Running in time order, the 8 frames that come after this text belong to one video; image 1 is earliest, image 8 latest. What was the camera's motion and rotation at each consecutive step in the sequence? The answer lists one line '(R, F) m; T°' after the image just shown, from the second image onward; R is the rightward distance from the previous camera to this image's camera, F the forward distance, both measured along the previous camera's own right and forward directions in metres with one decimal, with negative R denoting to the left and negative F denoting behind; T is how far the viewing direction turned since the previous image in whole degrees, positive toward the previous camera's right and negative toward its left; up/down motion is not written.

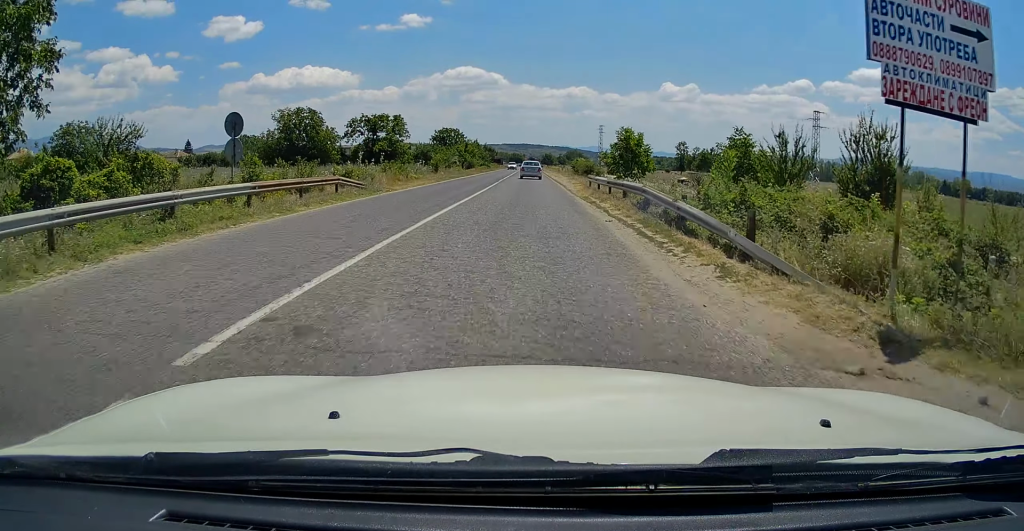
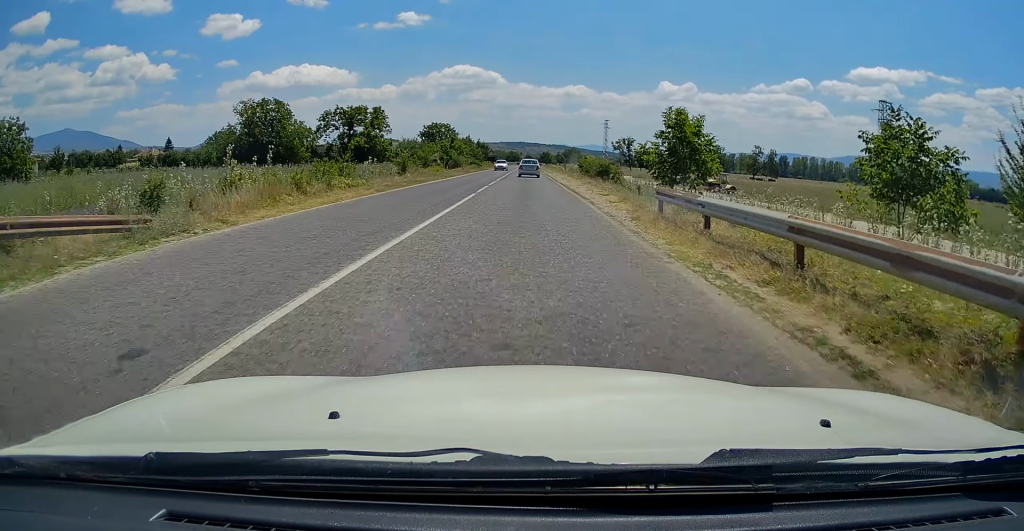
(0.0, +15.6) m; 0°
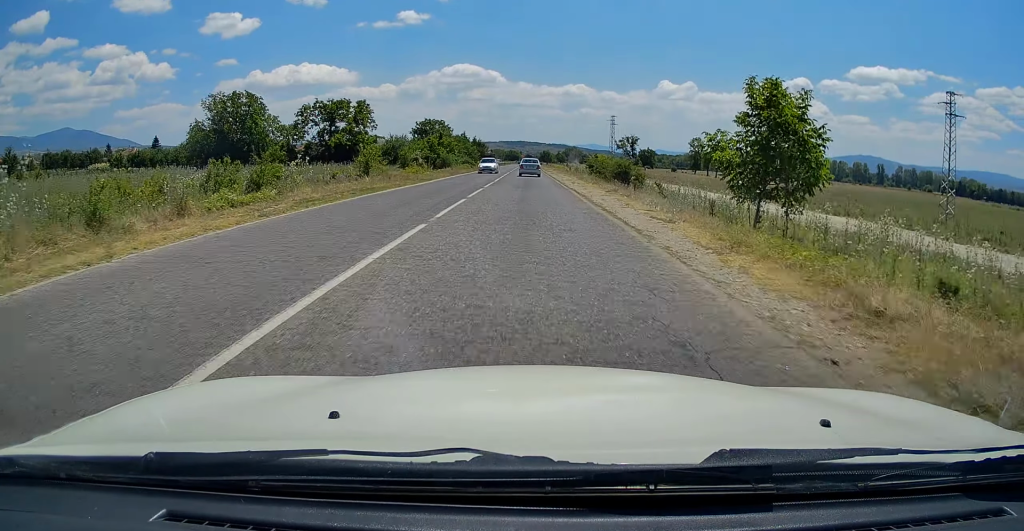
(-0.1, +10.5) m; 0°
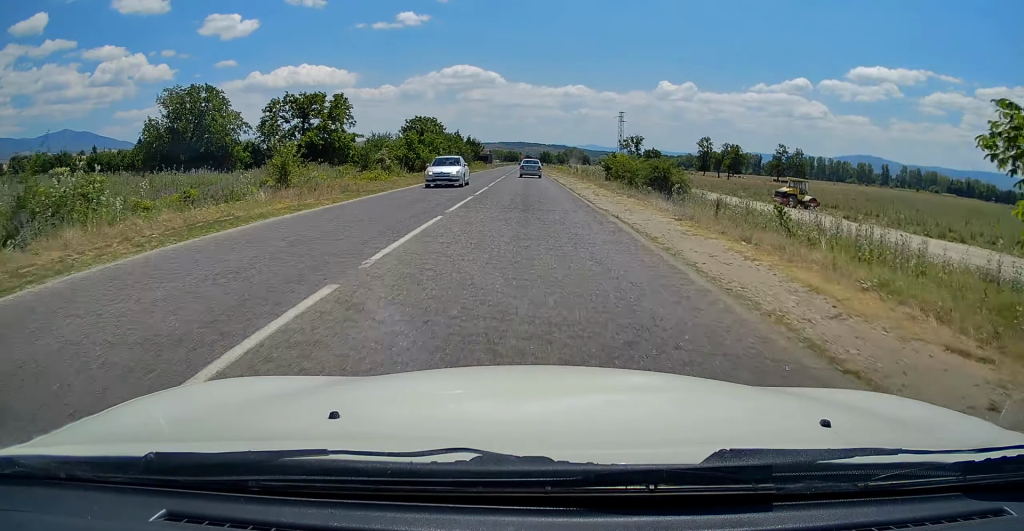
(+0.1, +12.3) m; +1°
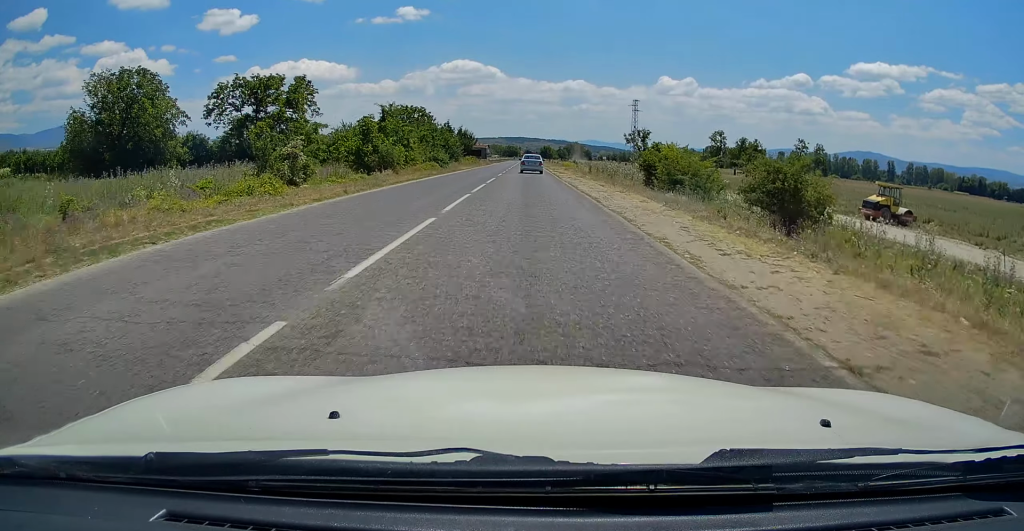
(+0.1, +16.1) m; 0°
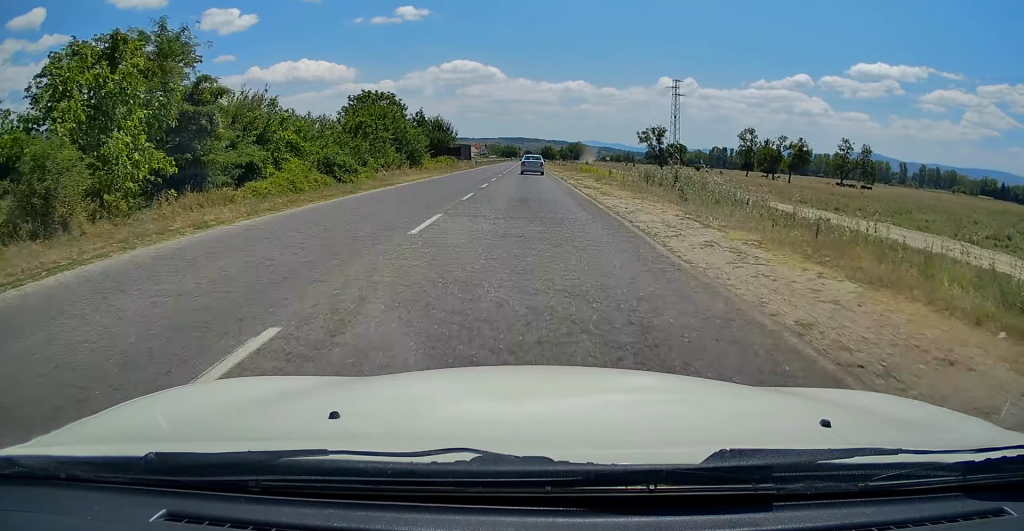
(-0.2, +30.6) m; 0°
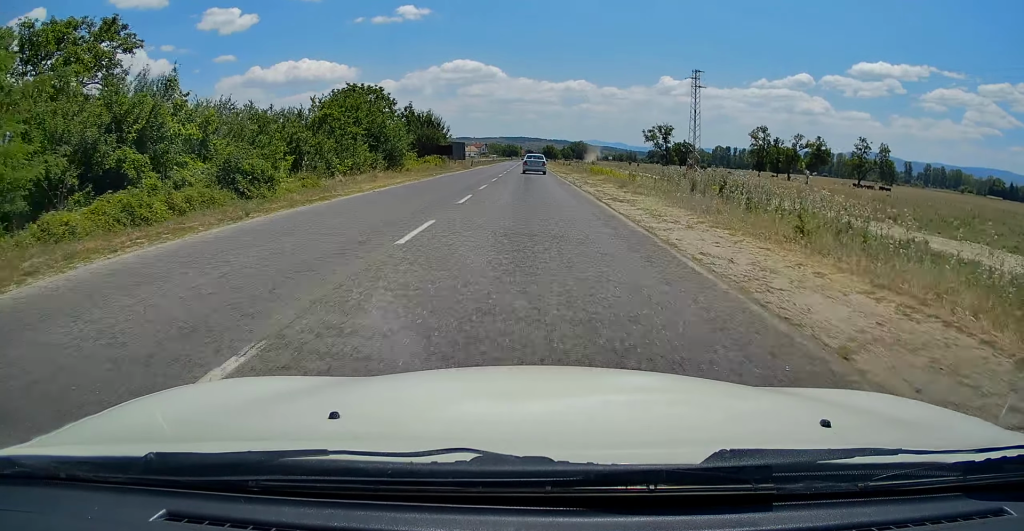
(0.0, +9.3) m; 0°
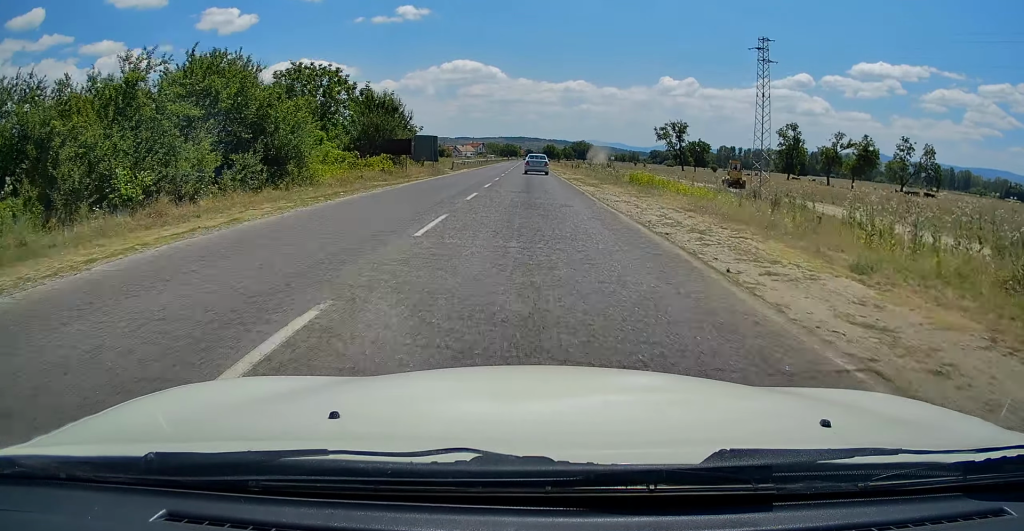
(+0.1, +22.2) m; 0°
